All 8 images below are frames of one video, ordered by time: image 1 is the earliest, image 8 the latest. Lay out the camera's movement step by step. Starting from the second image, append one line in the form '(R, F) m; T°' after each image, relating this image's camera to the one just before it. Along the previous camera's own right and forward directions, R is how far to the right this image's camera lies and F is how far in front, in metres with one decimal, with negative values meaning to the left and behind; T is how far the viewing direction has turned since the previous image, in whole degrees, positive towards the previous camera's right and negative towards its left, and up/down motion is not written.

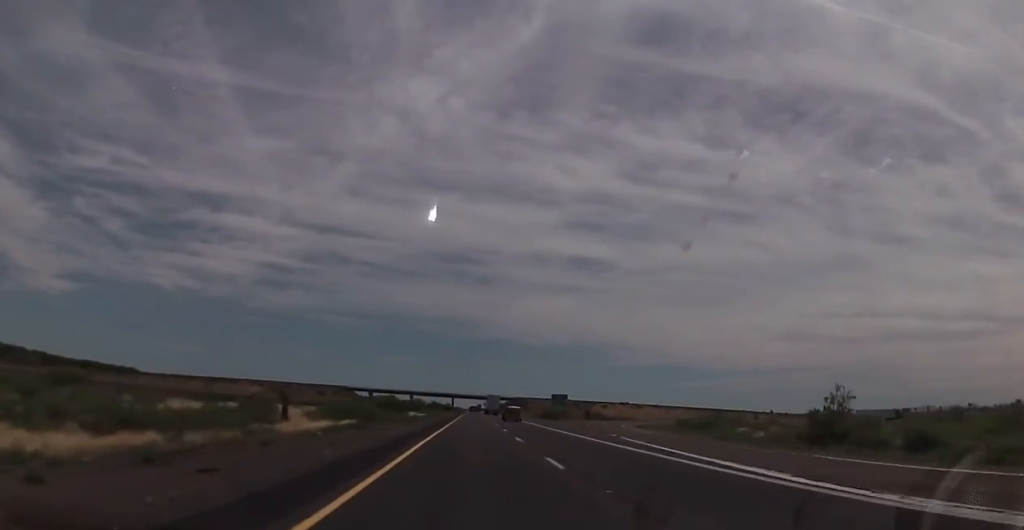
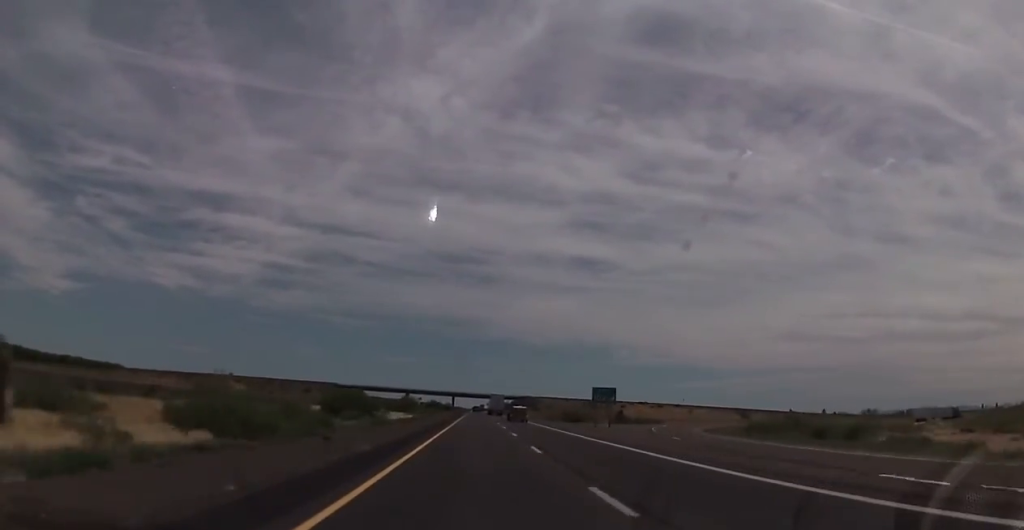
(-0.2, +30.8) m; -1°
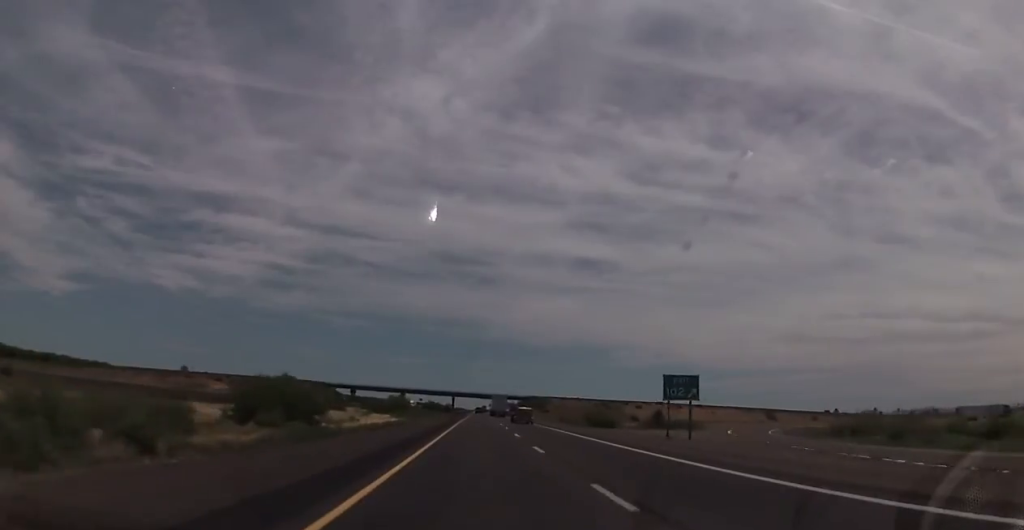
(0.0, +23.7) m; 0°
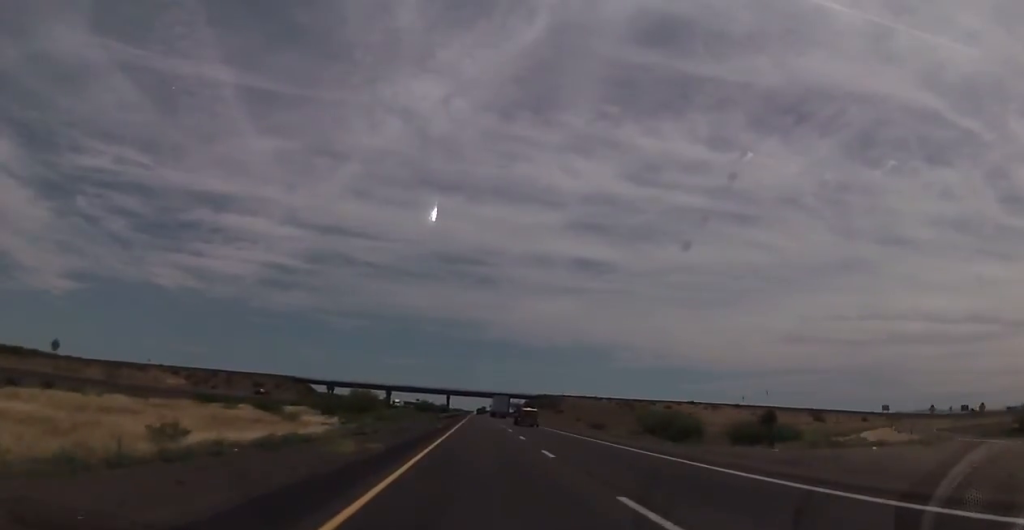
(-0.3, +37.8) m; +1°
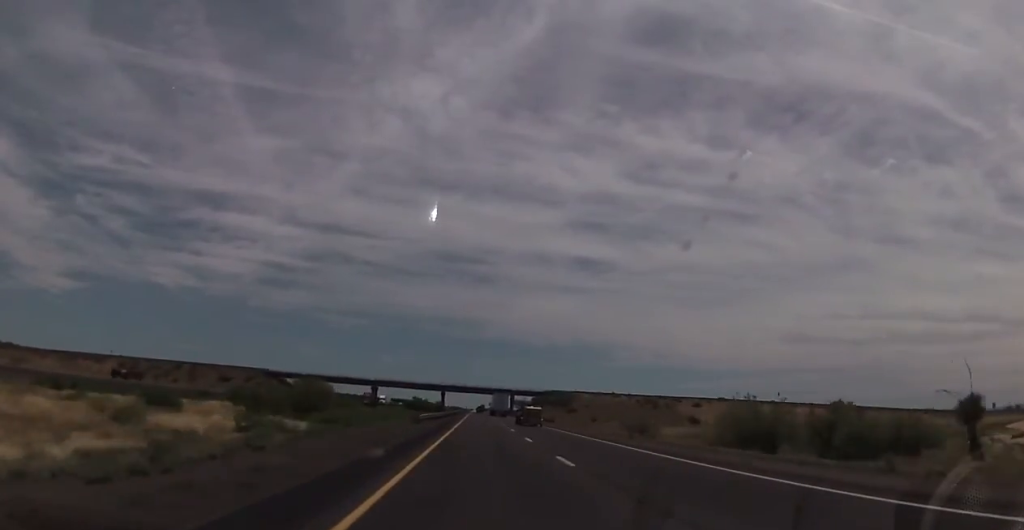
(+0.8, +27.2) m; 0°
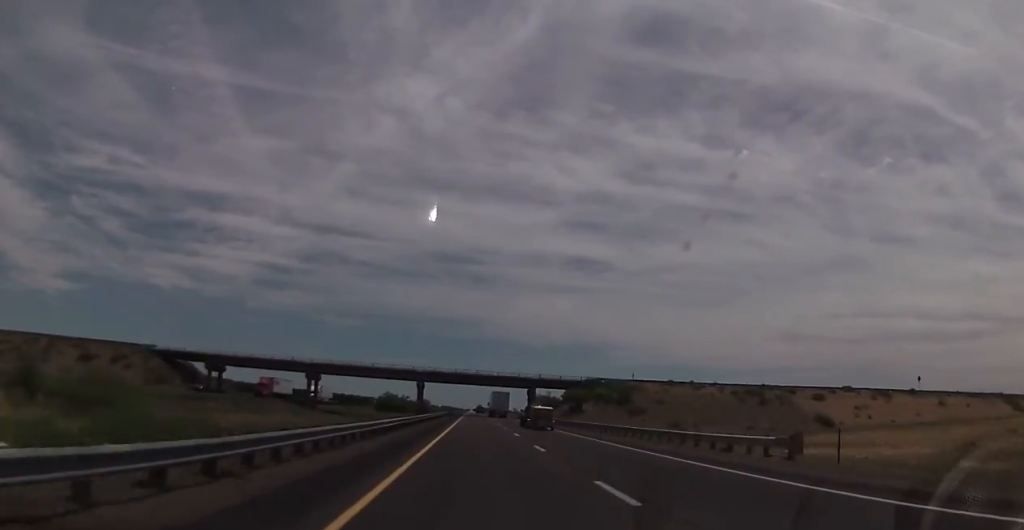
(-0.2, +67.1) m; +1°
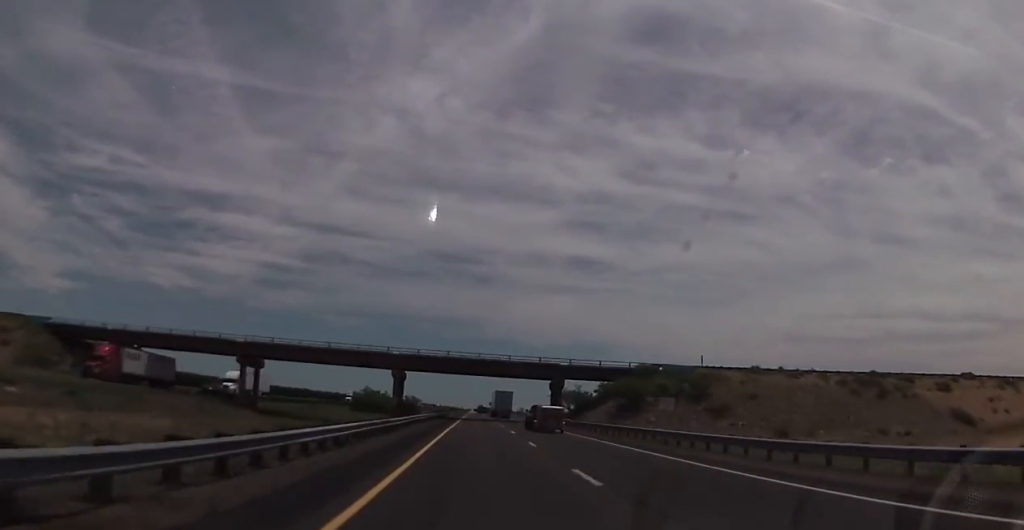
(-0.1, +33.8) m; 0°
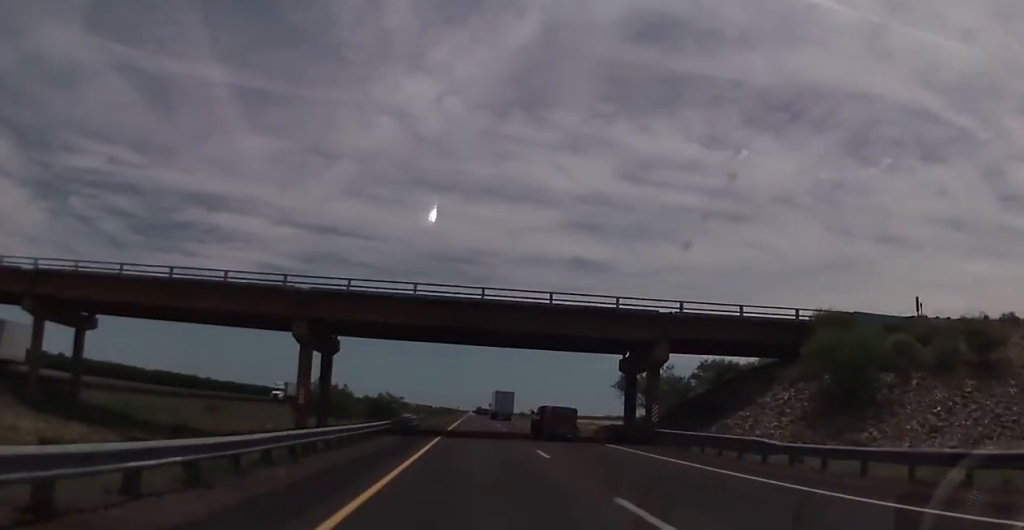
(-0.2, +41.0) m; 0°
